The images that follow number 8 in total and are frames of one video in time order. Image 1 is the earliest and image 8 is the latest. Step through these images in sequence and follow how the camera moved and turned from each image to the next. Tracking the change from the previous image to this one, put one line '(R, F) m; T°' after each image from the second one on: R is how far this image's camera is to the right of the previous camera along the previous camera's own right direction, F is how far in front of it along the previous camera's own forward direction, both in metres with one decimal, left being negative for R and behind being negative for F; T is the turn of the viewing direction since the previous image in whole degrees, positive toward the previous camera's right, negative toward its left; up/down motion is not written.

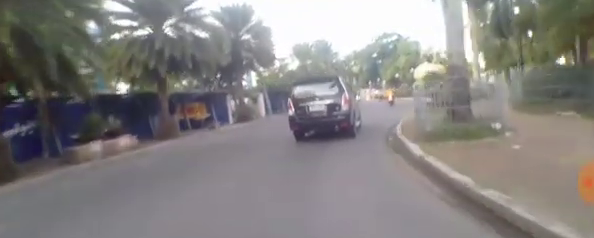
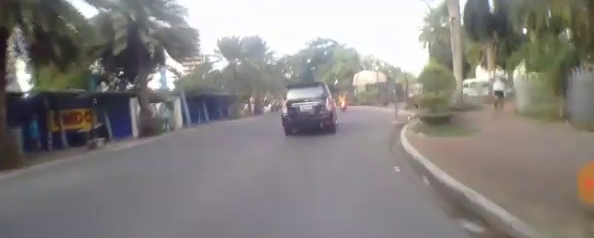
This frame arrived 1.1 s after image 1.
(+0.7, +6.1) m; +14°
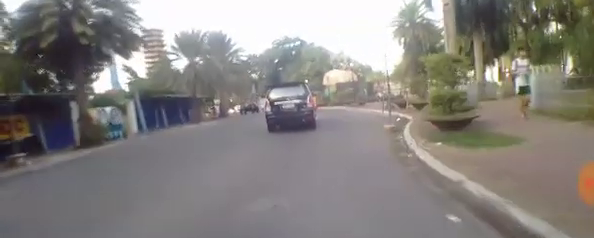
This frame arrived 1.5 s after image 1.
(0.0, +2.7) m; +6°
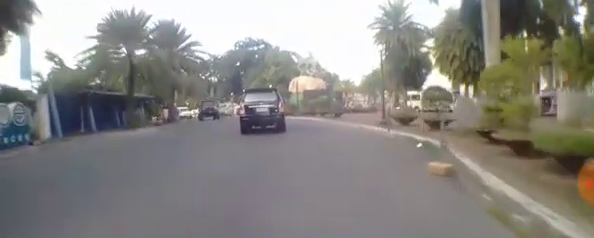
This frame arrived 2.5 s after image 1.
(+0.7, +5.5) m; +6°
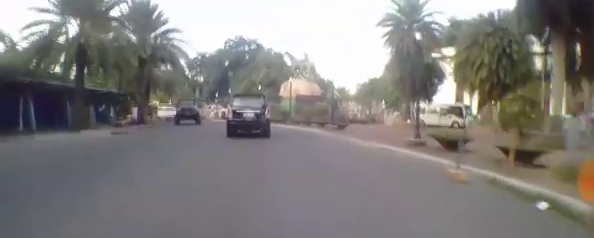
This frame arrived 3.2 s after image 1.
(-0.1, +4.2) m; -1°
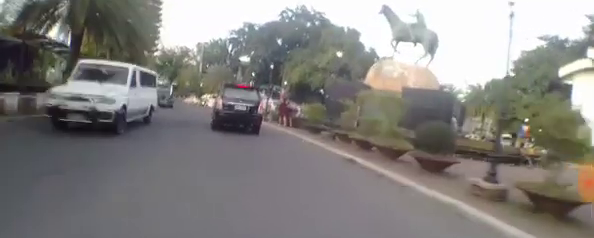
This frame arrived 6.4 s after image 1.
(-0.8, +20.2) m; -7°
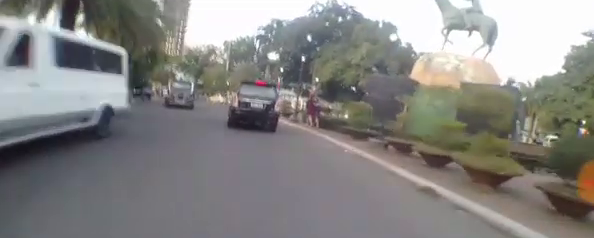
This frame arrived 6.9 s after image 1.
(-0.1, +3.3) m; -1°
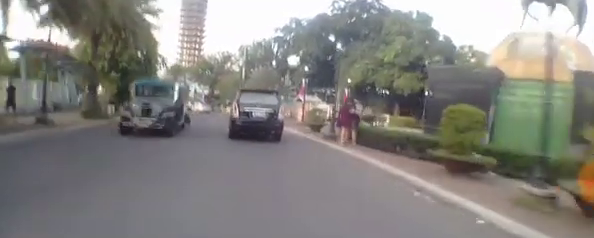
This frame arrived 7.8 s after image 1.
(-0.1, +5.6) m; -5°
